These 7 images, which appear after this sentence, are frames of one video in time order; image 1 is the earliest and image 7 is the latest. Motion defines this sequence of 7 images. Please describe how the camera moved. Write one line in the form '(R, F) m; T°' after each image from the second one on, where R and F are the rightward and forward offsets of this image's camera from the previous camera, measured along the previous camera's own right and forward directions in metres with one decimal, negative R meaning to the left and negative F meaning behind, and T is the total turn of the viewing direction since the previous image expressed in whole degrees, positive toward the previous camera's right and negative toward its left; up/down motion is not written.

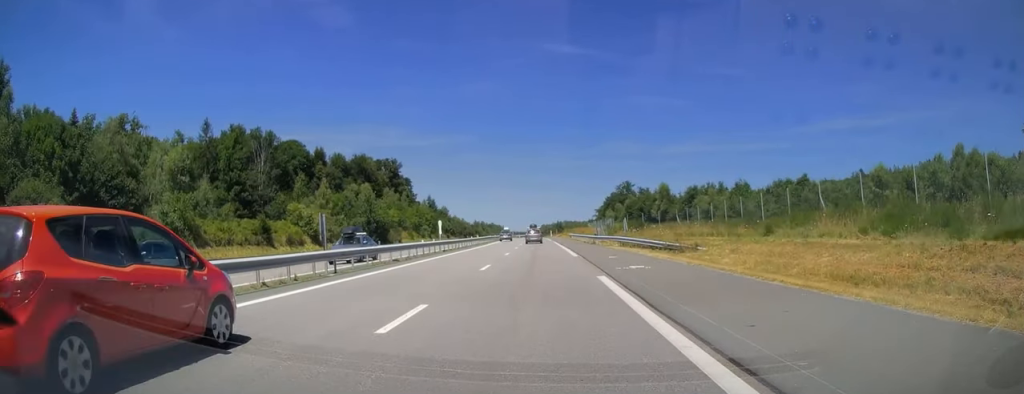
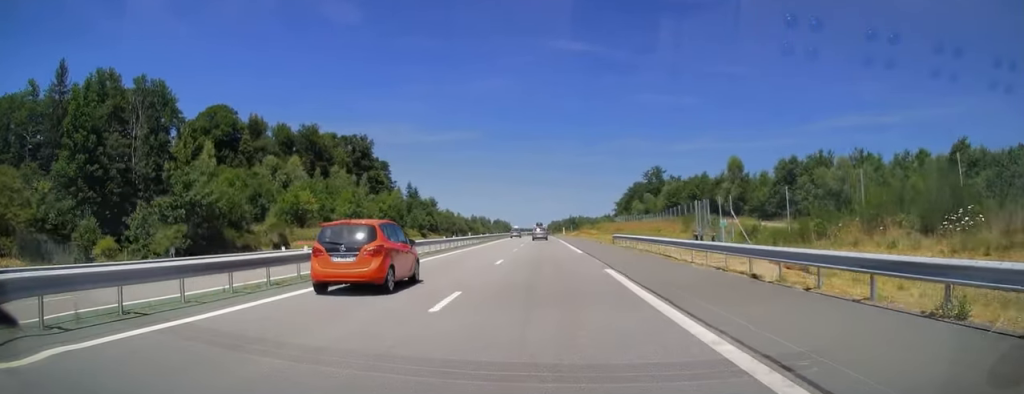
(-0.4, +50.4) m; -1°
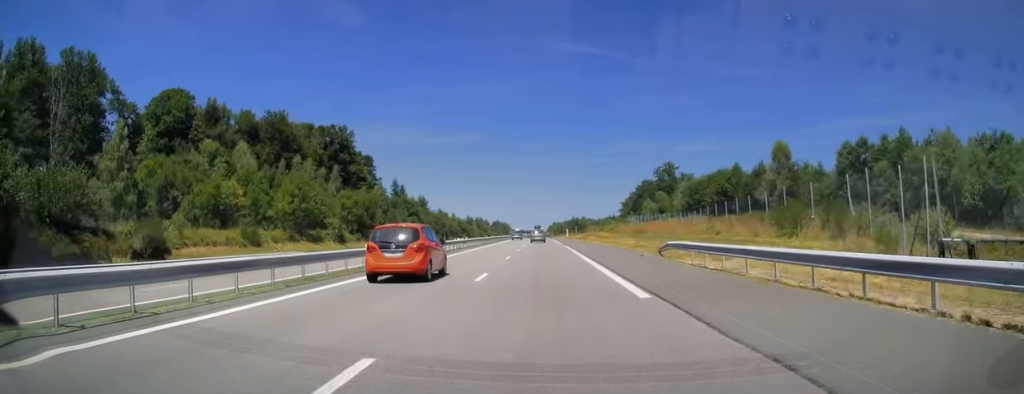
(-0.1, +19.7) m; 0°
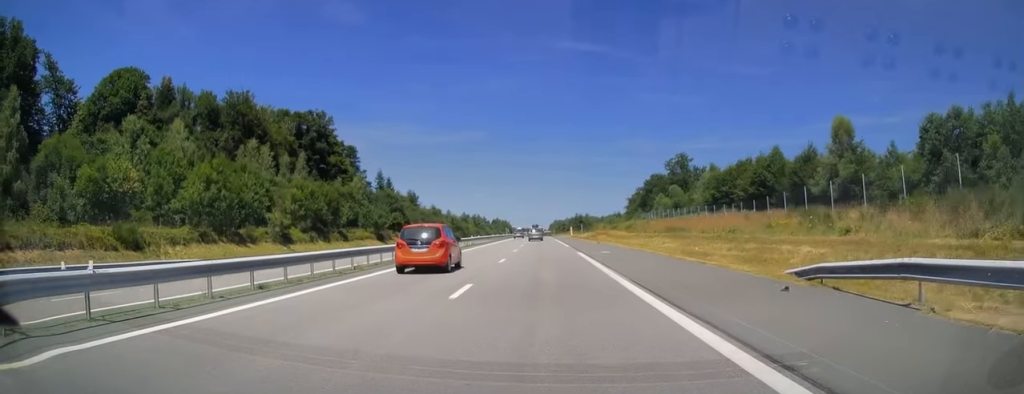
(0.0, +17.3) m; 0°
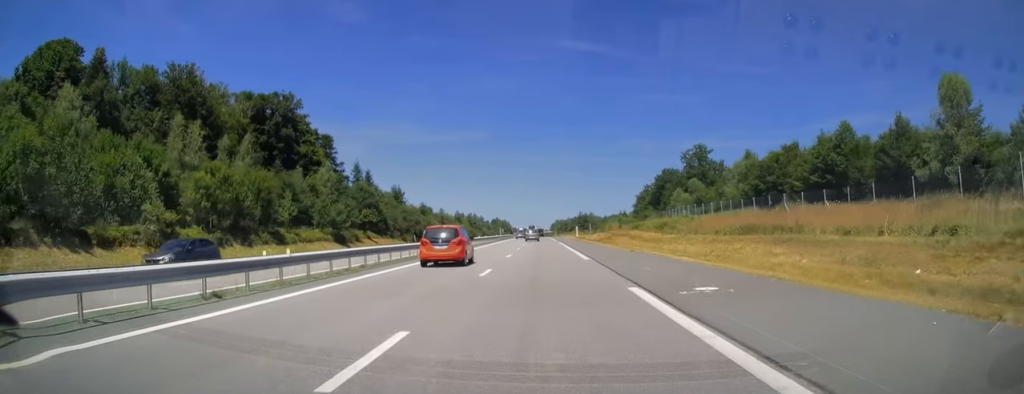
(+0.1, +20.2) m; 0°
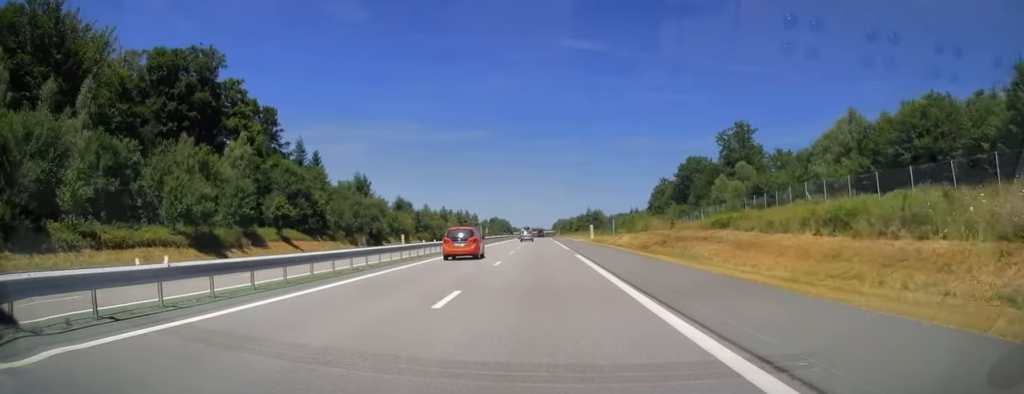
(-0.1, +33.6) m; 0°
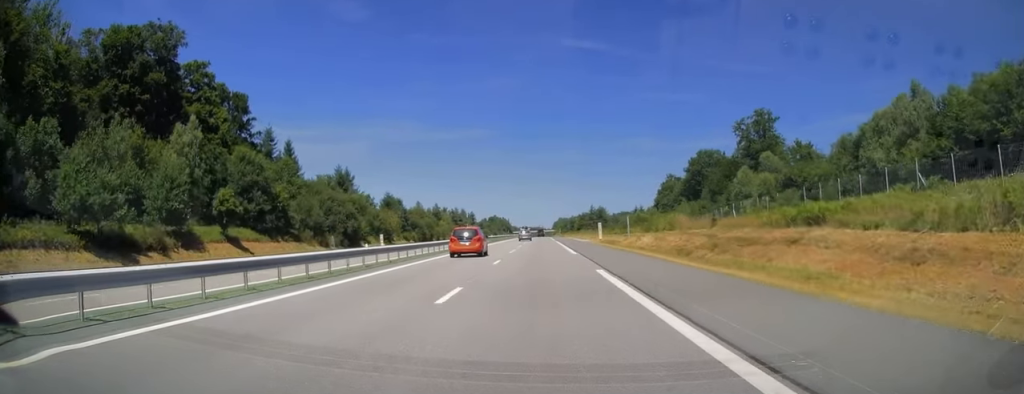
(+0.1, +12.3) m; 0°
